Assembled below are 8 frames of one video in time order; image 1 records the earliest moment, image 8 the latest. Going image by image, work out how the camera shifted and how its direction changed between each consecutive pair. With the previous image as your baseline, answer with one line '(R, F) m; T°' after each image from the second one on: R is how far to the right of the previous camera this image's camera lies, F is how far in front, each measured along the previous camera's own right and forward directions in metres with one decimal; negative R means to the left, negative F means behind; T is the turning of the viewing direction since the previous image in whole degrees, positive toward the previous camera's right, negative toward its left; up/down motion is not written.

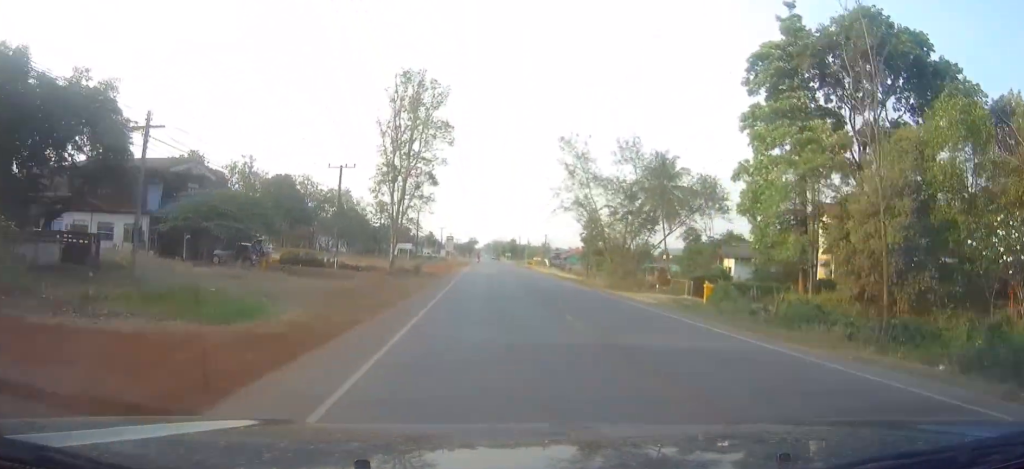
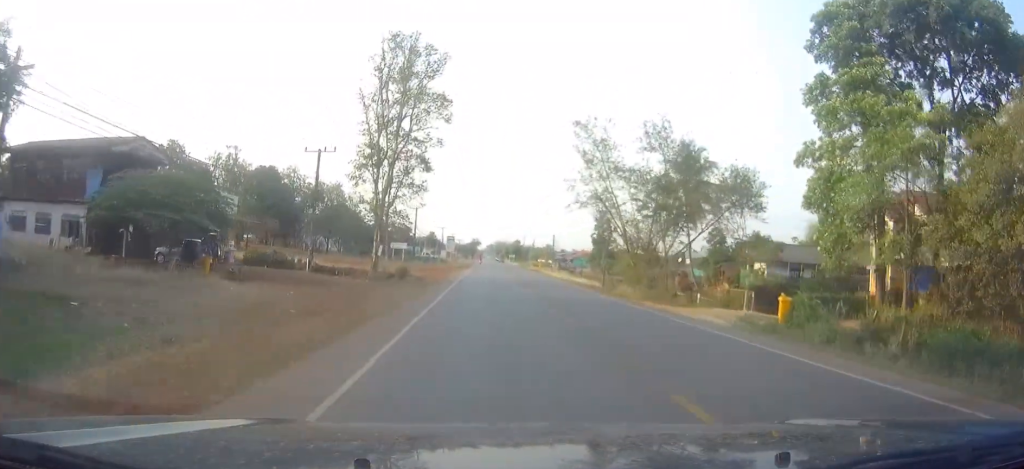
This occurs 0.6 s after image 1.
(0.0, +9.6) m; 0°
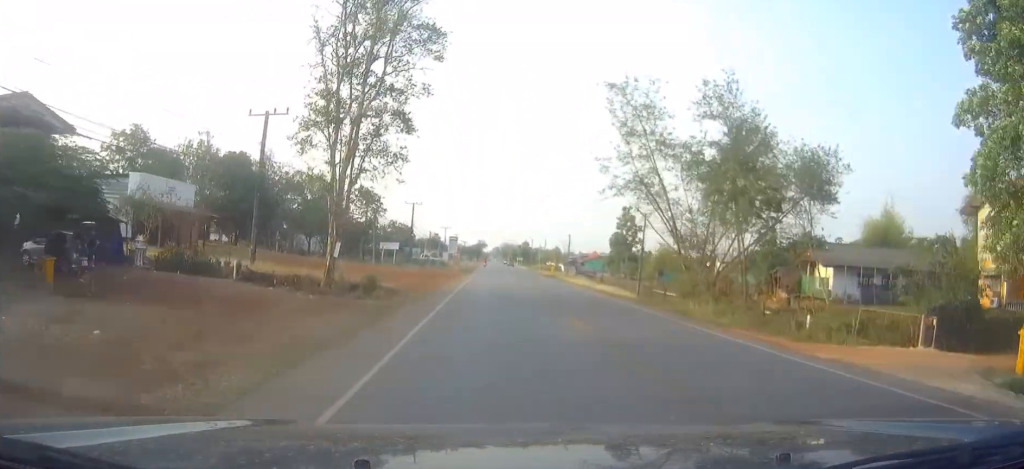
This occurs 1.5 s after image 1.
(-0.1, +13.9) m; 0°
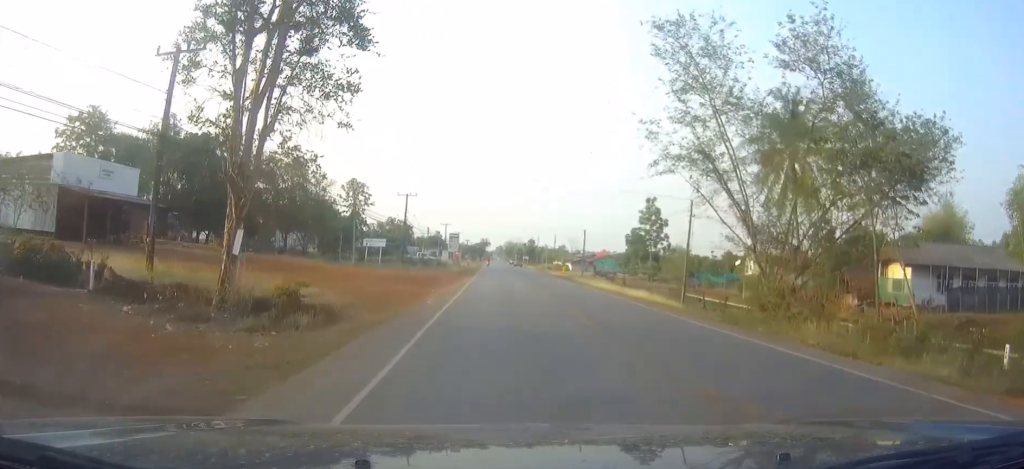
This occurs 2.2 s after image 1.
(0.0, +12.4) m; 0°
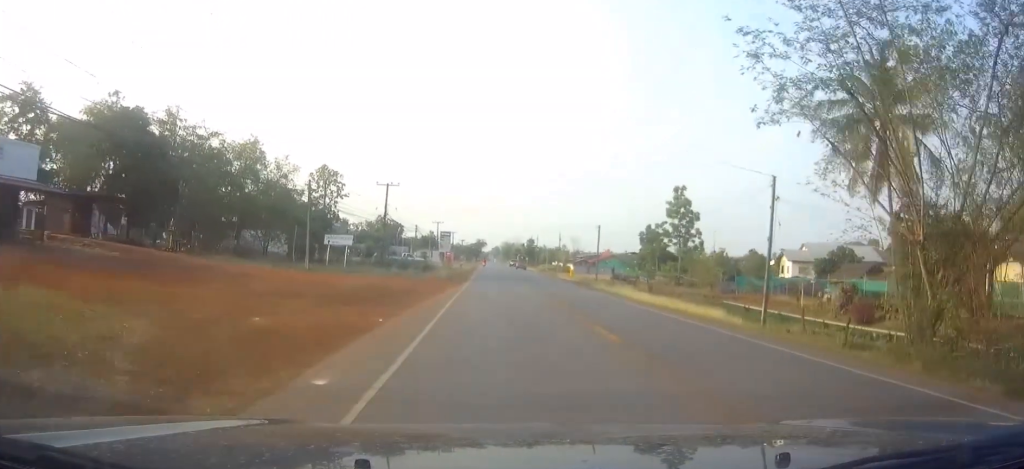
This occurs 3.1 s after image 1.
(+0.1, +14.0) m; 0°
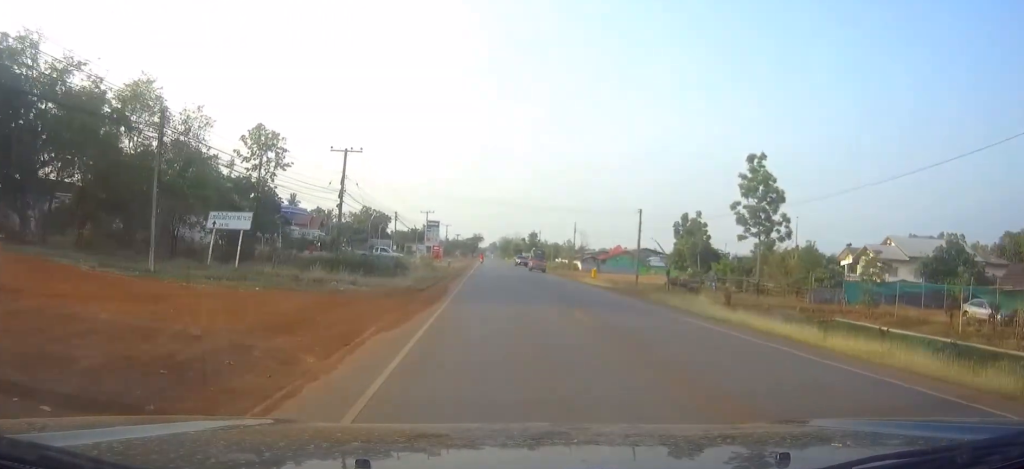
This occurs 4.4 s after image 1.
(+0.1, +21.3) m; 0°
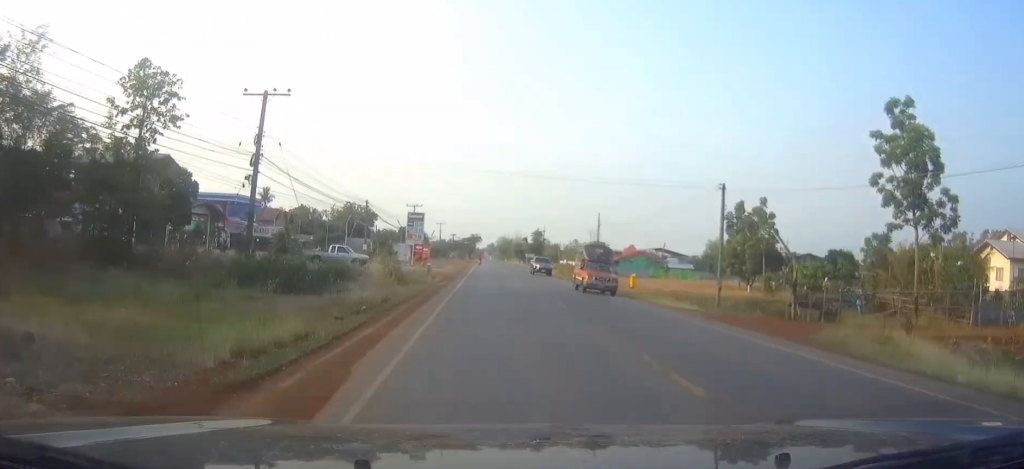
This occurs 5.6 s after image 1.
(0.0, +20.1) m; -1°
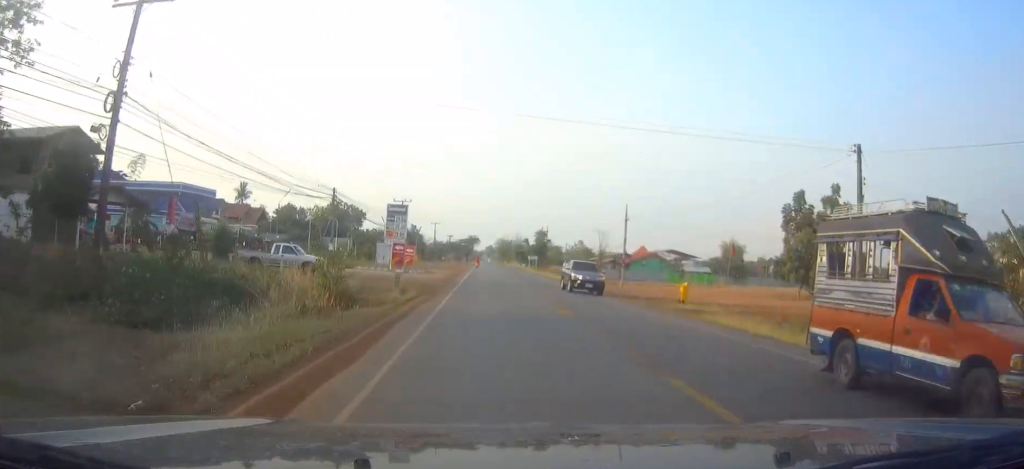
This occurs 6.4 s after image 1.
(-0.1, +14.1) m; 0°
